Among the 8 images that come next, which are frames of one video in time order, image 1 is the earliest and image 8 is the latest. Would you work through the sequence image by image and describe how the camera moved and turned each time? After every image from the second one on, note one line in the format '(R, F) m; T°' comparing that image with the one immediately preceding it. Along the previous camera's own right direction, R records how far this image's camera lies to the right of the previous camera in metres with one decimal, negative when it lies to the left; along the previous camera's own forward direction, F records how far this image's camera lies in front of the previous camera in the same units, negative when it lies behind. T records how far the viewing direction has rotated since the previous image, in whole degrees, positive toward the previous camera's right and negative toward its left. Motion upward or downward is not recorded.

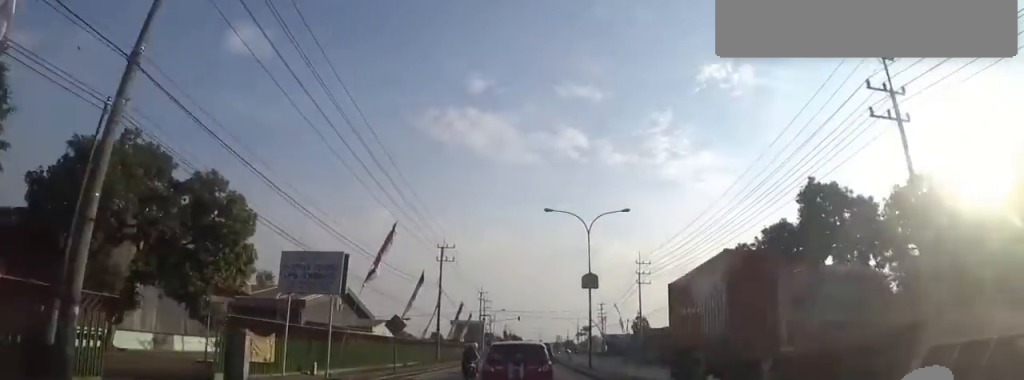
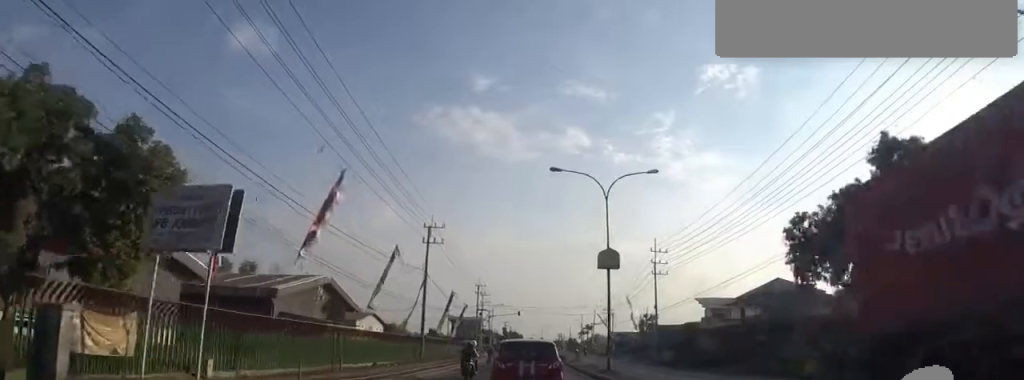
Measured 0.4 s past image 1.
(+0.2, +6.7) m; +1°
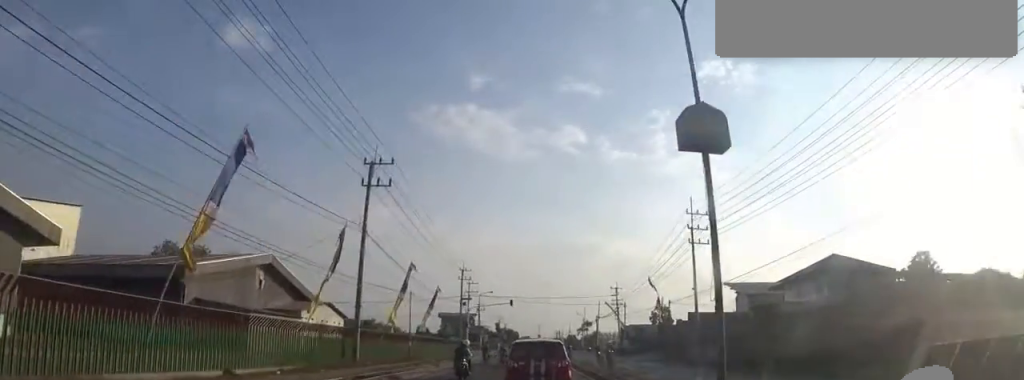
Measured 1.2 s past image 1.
(+0.7, +13.7) m; 0°
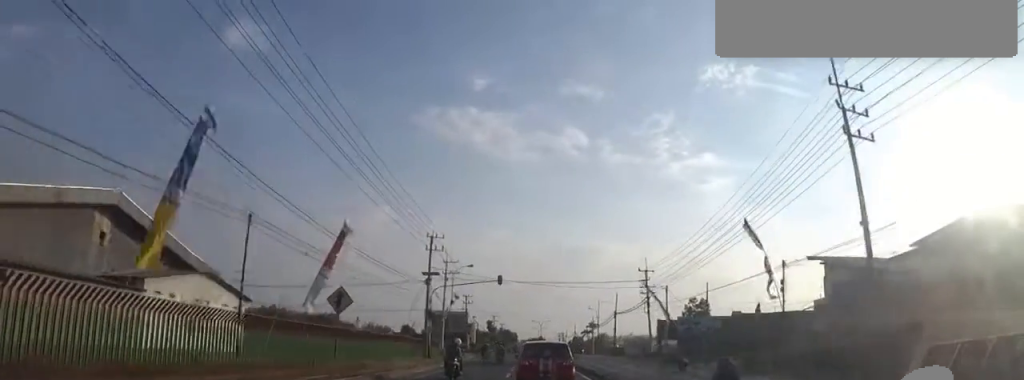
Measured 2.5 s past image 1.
(-0.6, +20.6) m; 0°
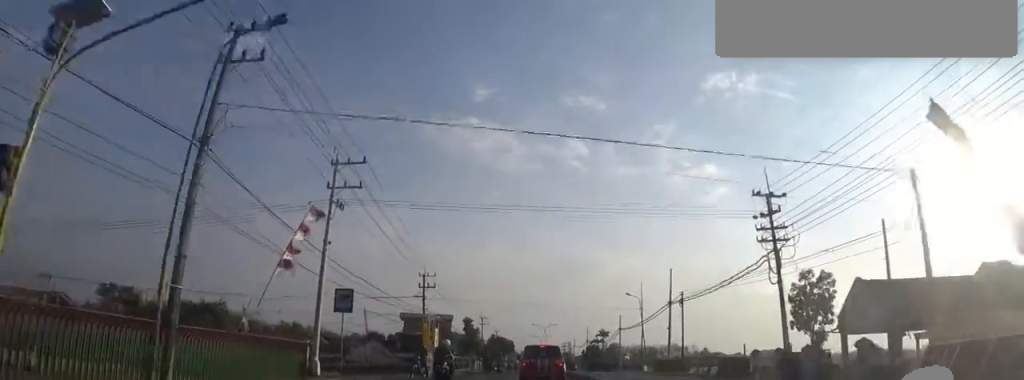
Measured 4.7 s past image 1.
(+0.4, +31.9) m; 0°
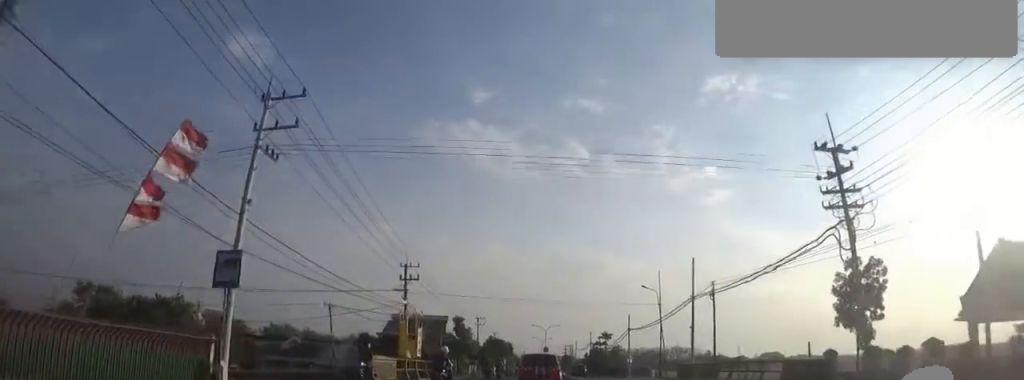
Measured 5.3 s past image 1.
(+0.3, +7.3) m; 0°
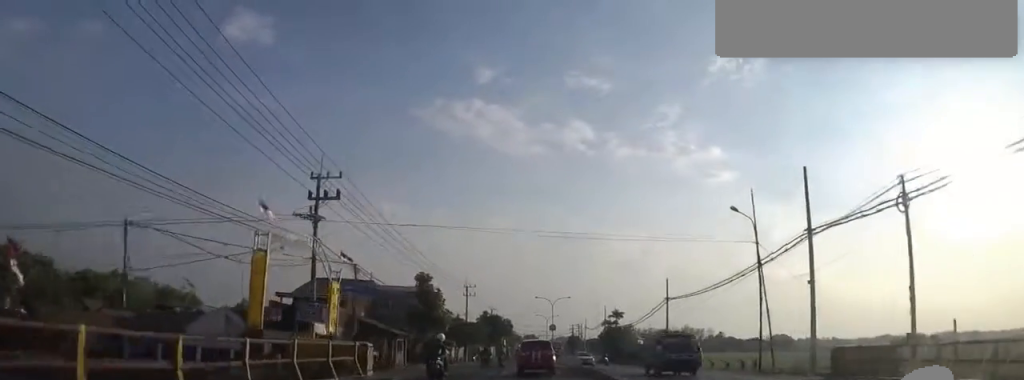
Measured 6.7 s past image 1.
(-1.2, +18.6) m; -1°
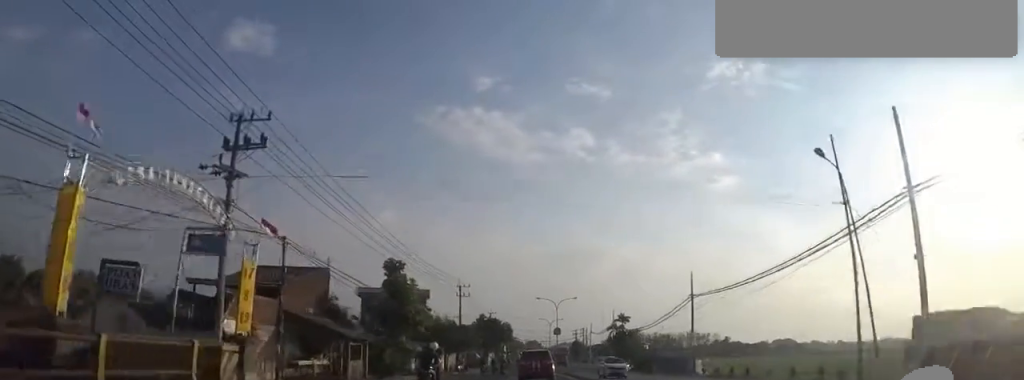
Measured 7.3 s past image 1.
(0.0, +7.7) m; +1°
